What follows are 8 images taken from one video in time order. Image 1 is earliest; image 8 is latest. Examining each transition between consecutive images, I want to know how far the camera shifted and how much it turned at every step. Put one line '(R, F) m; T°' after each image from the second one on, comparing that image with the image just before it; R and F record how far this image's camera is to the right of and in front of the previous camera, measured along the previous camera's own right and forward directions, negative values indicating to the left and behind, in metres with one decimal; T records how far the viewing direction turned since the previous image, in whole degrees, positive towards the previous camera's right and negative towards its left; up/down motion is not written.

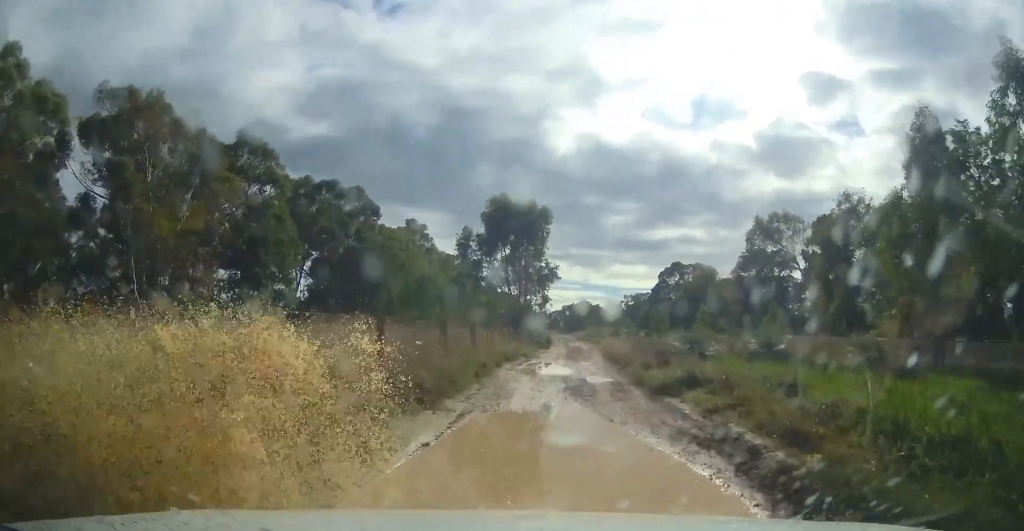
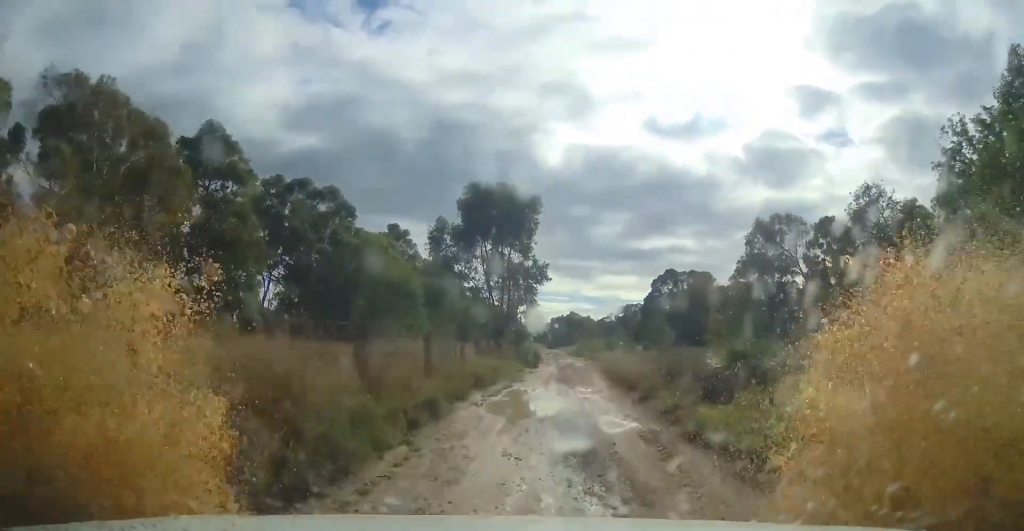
(-0.3, +5.4) m; 0°
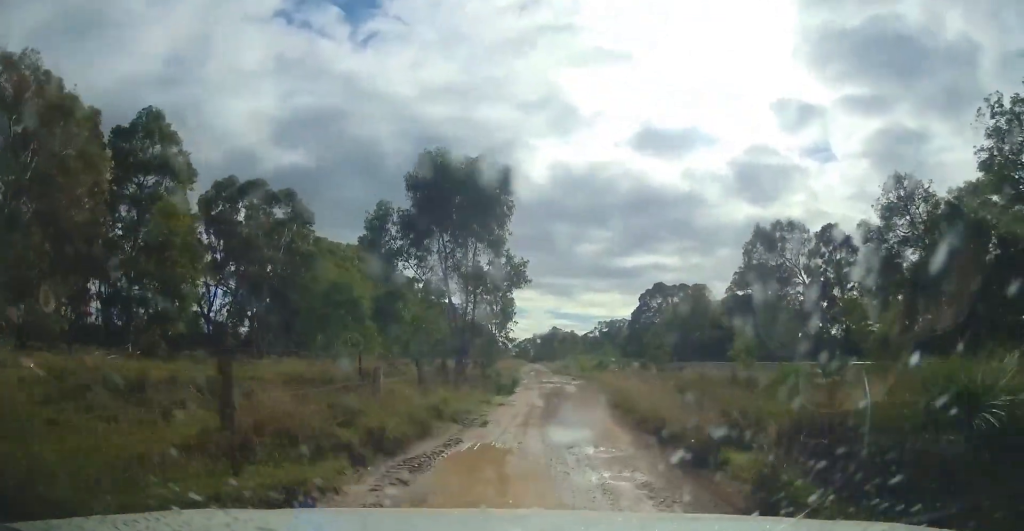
(+0.4, +7.5) m; +8°
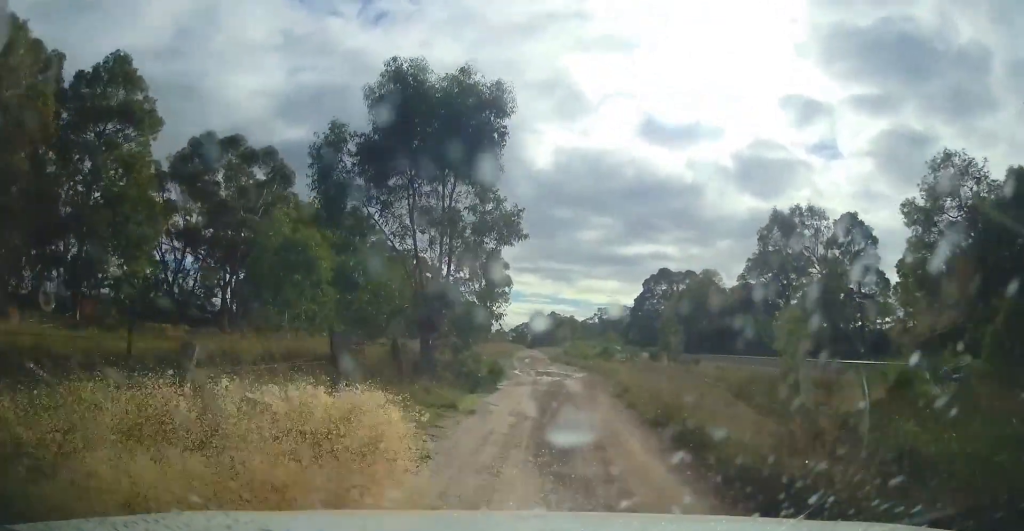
(+0.3, +5.4) m; -1°
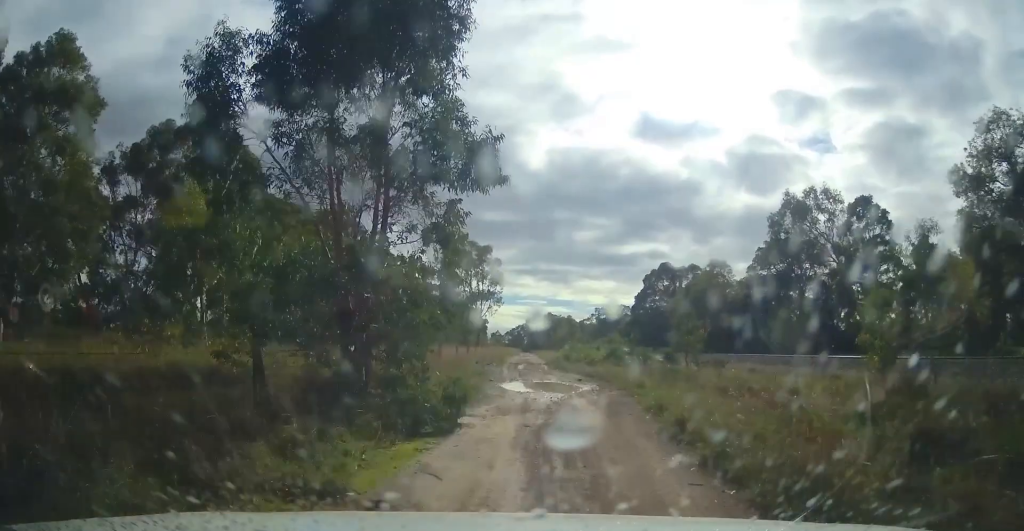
(-0.3, +6.0) m; -3°
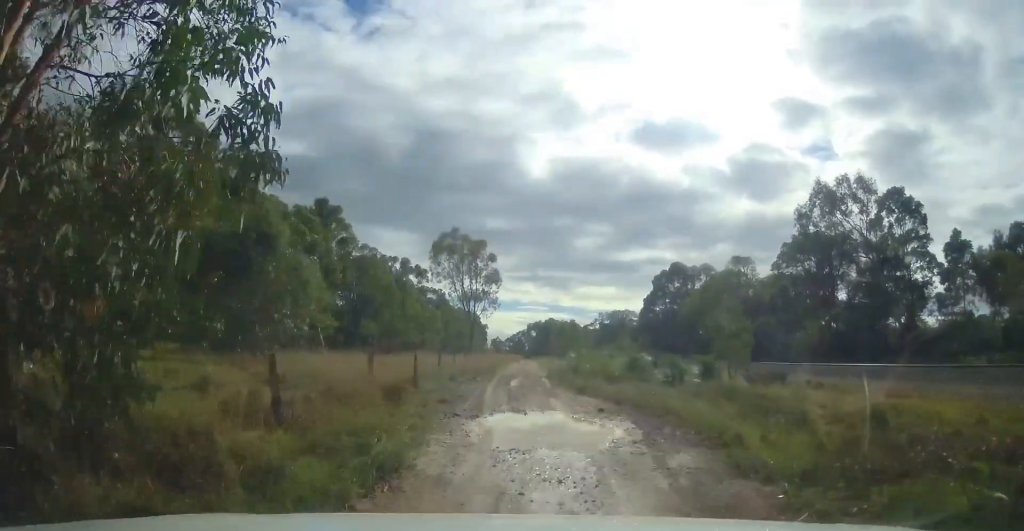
(-0.1, +8.4) m; -1°
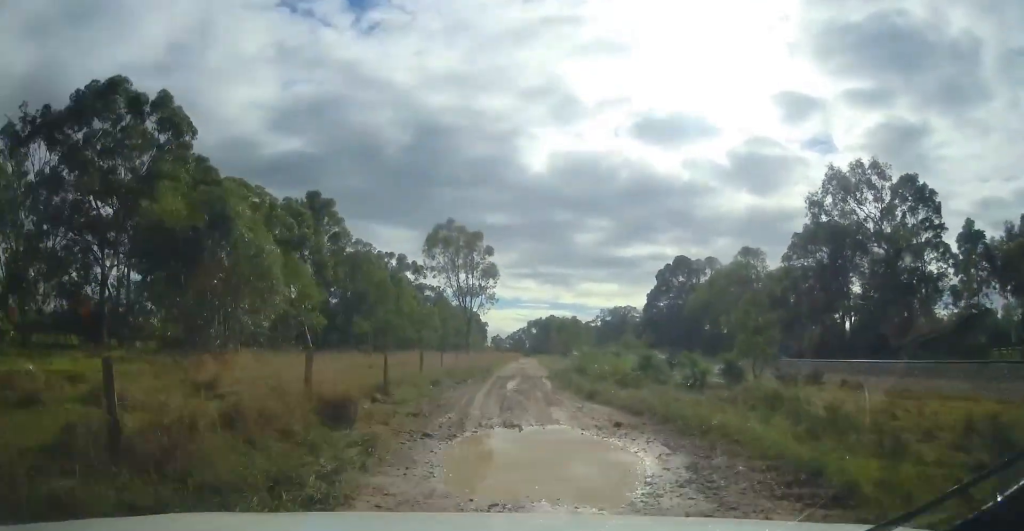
(0.0, +3.4) m; 0°
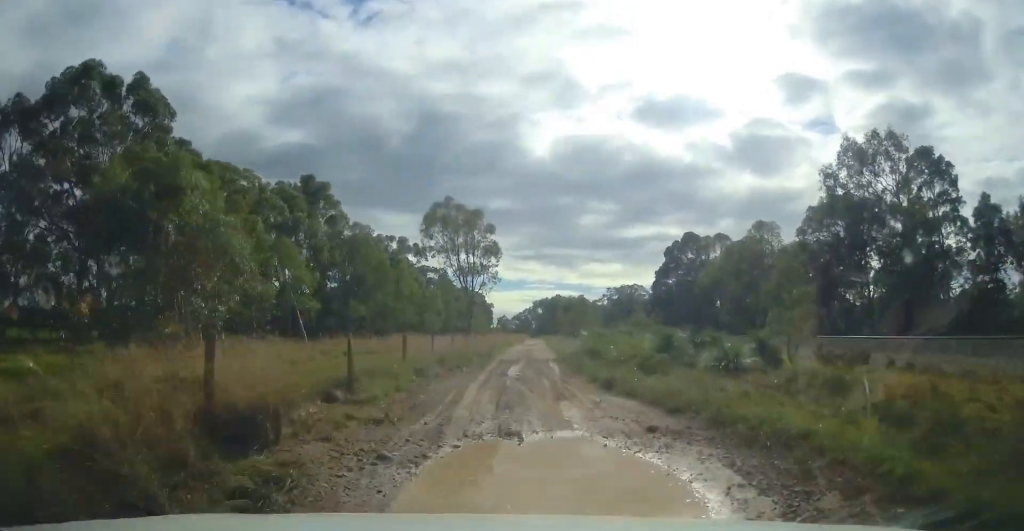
(0.0, +3.3) m; 0°
